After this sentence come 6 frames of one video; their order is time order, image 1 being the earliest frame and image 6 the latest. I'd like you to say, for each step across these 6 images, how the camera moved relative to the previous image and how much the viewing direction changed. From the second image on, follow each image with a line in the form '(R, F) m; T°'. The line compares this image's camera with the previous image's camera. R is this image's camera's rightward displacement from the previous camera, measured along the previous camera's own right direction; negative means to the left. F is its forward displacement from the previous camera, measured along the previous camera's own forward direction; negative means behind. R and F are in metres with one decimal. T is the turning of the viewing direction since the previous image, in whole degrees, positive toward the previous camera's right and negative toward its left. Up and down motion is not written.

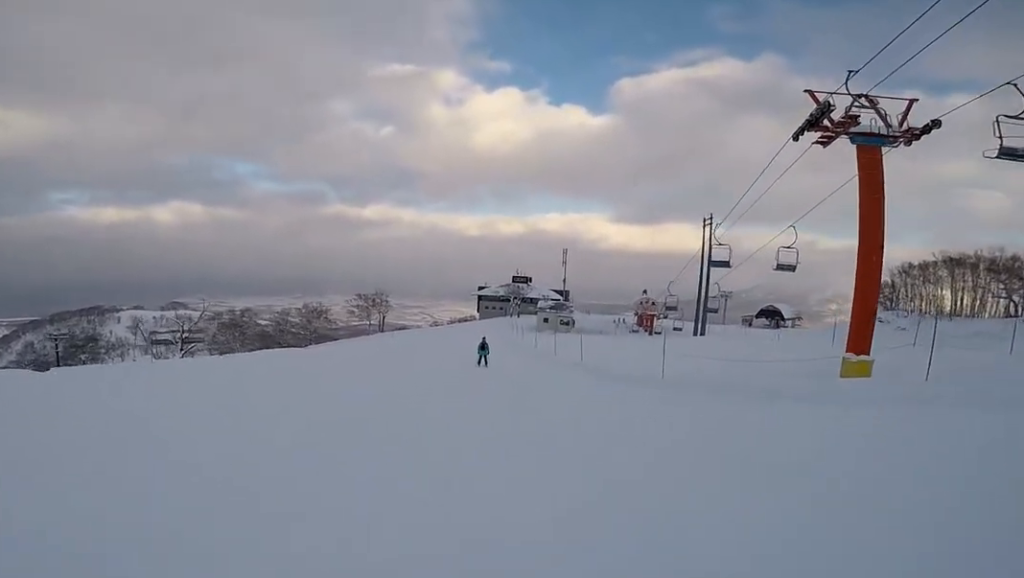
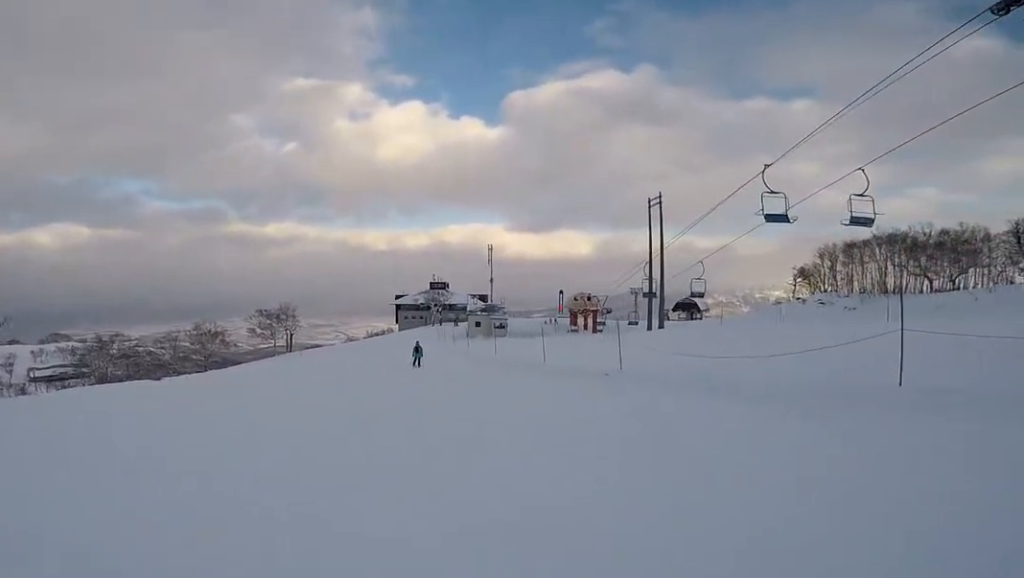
(+1.2, +10.7) m; +12°
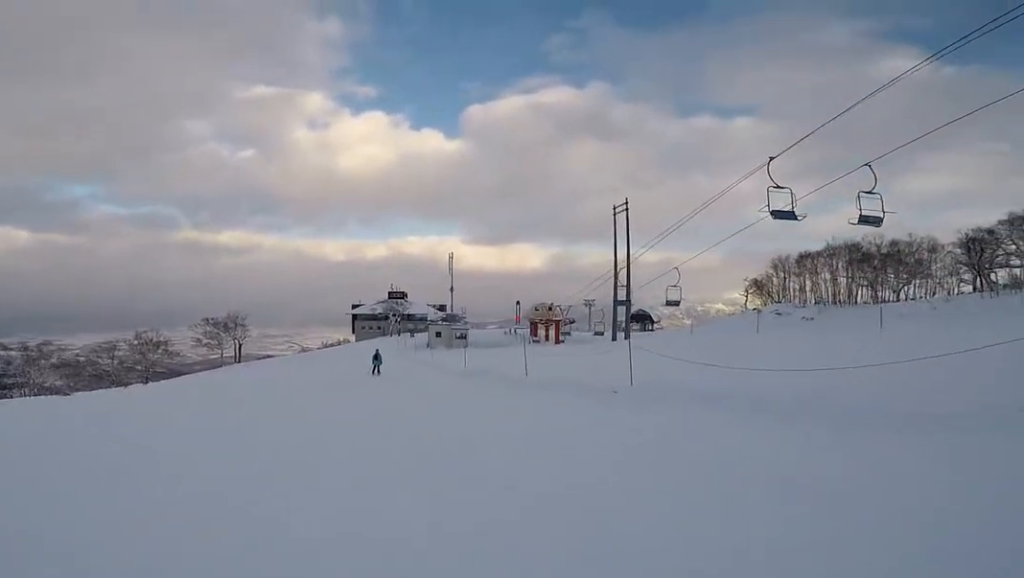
(+0.6, +3.1) m; 0°
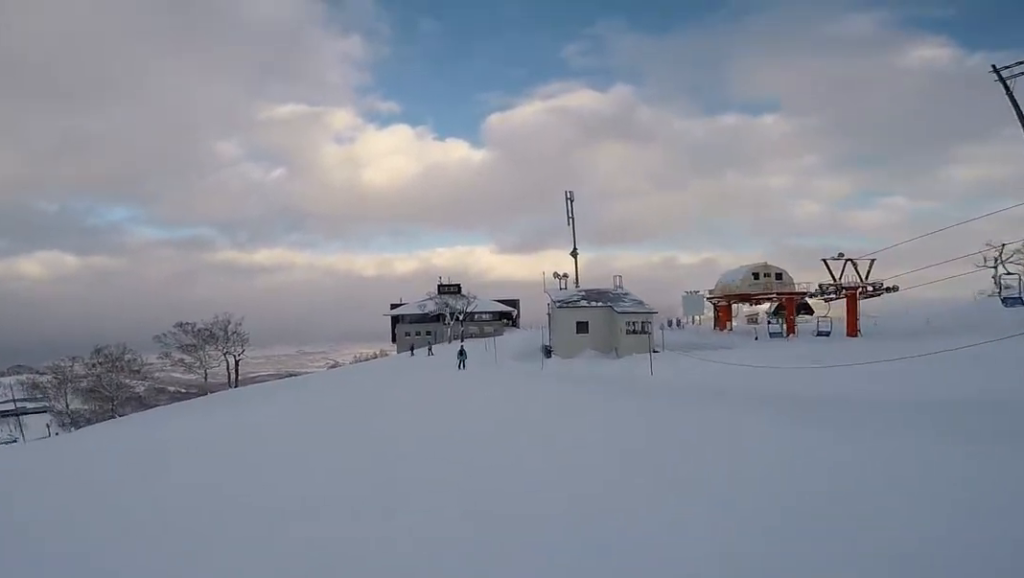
(-4.1, +30.2) m; -2°
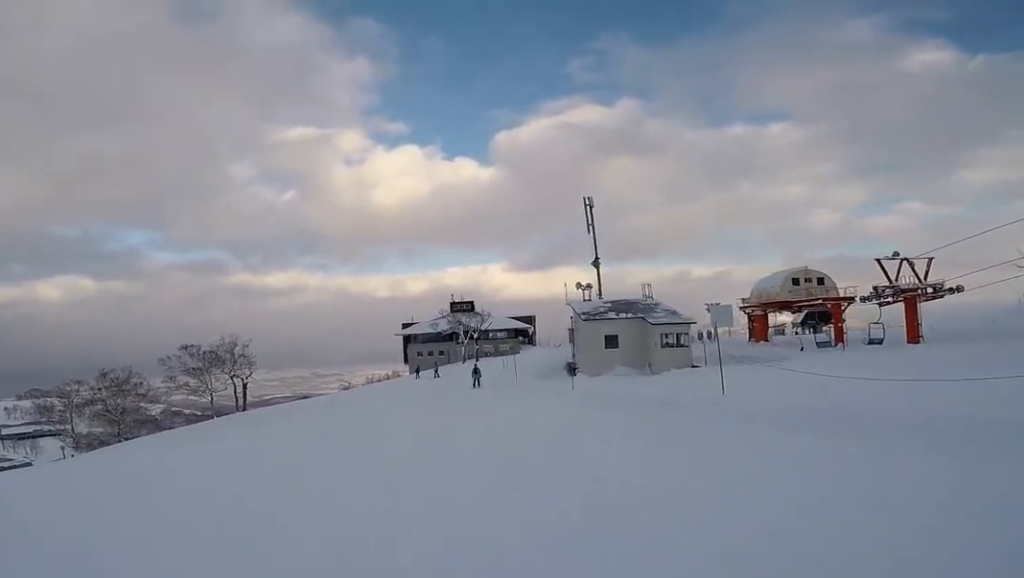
(-0.5, +2.7) m; 0°
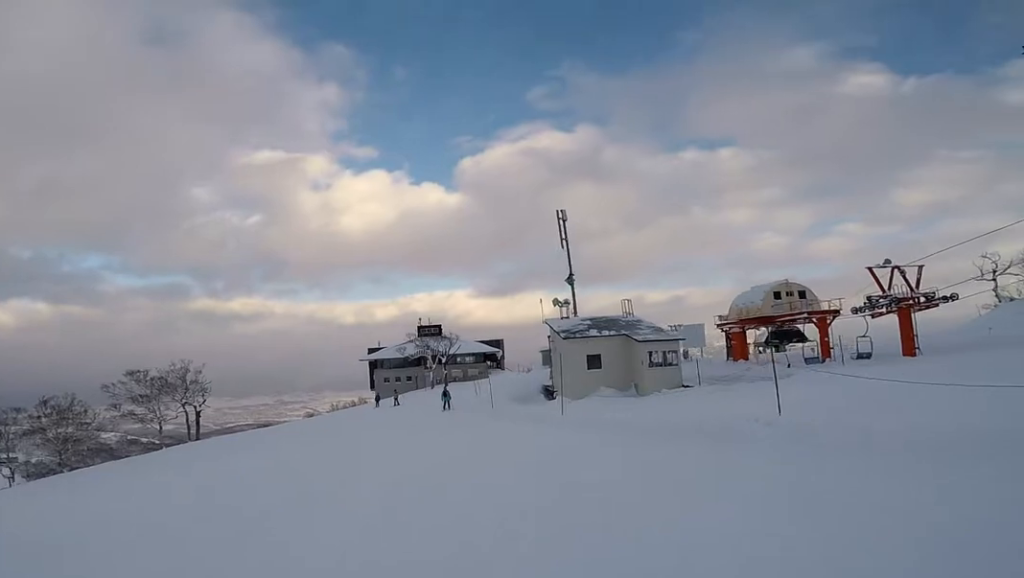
(-0.5, +3.0) m; 0°
